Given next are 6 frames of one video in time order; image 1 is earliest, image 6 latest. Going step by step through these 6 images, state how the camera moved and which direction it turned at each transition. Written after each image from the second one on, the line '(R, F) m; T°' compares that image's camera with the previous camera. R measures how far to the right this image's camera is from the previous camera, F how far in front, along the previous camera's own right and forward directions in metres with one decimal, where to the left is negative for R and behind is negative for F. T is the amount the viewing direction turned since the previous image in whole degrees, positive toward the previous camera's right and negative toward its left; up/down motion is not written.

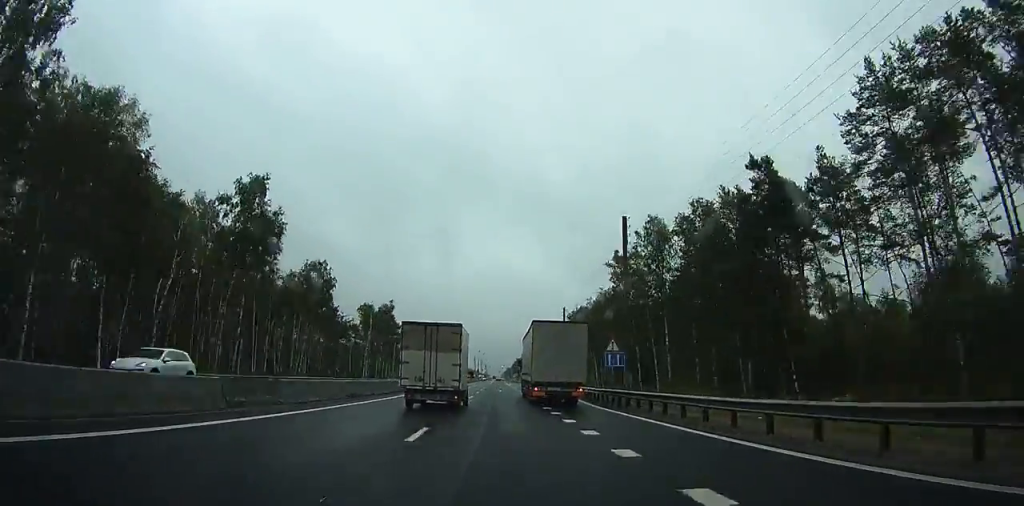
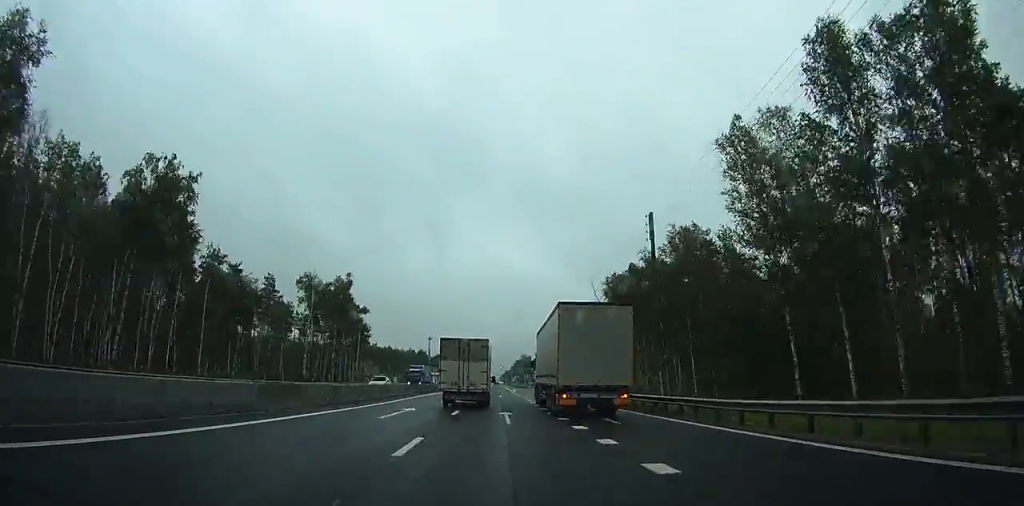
(-1.6, +35.2) m; -2°
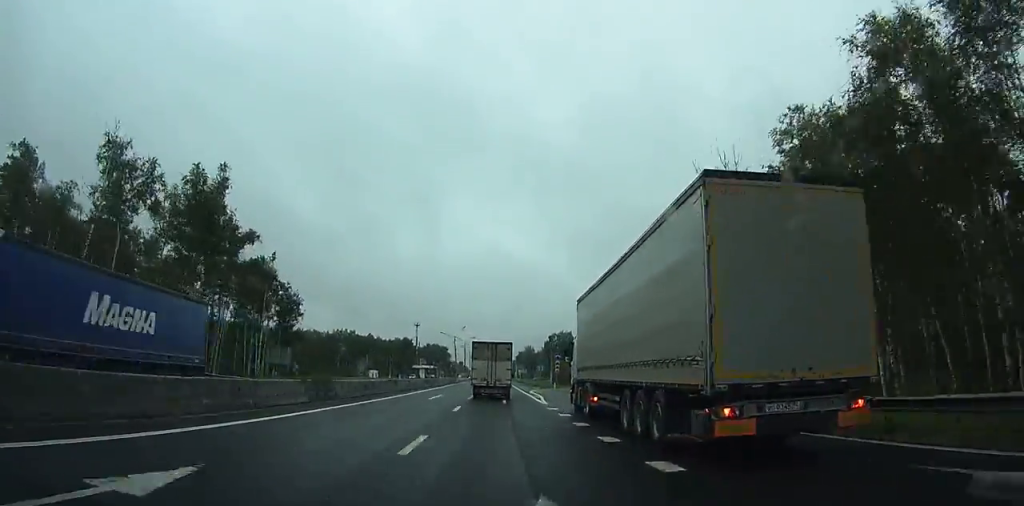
(+1.1, +45.0) m; +2°
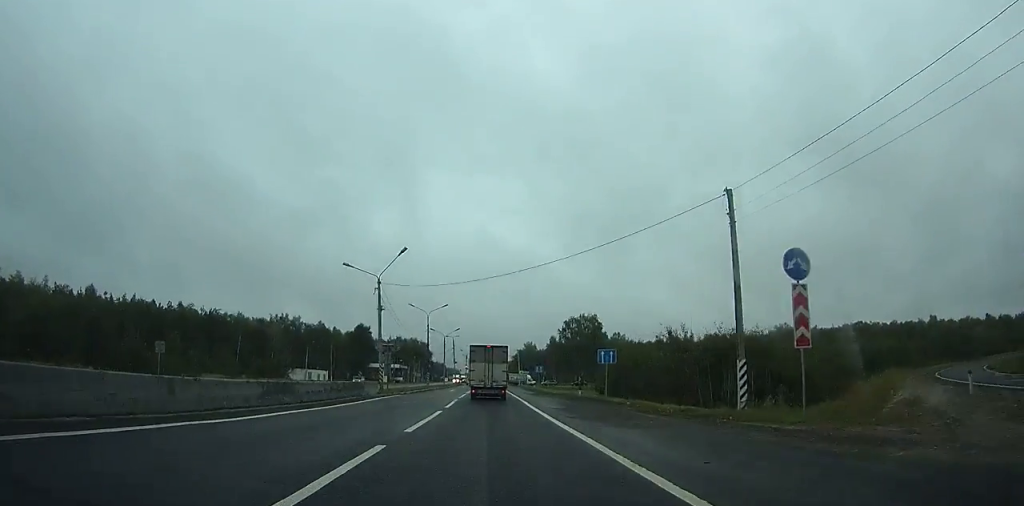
(-0.1, +64.7) m; 0°
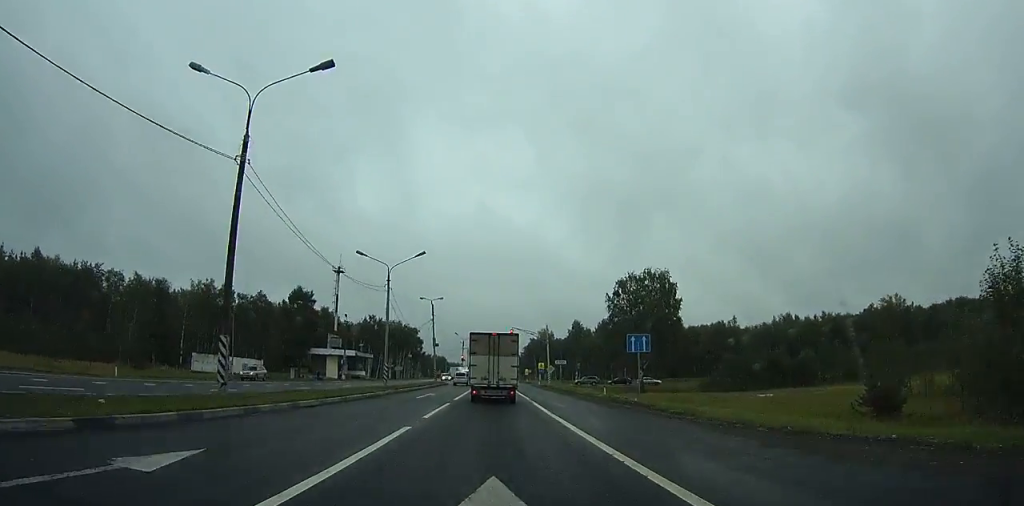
(-0.6, +57.8) m; -2°
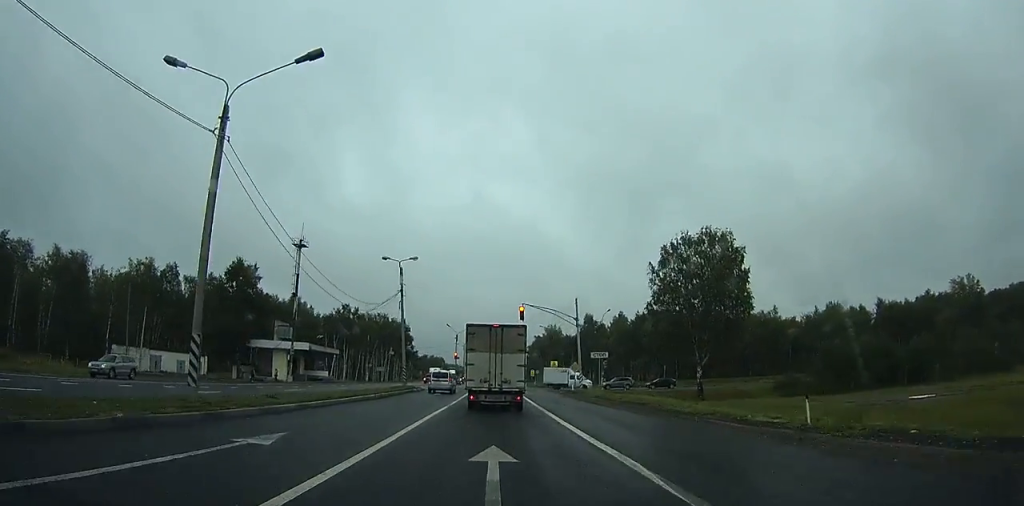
(-0.5, +29.1) m; -1°
